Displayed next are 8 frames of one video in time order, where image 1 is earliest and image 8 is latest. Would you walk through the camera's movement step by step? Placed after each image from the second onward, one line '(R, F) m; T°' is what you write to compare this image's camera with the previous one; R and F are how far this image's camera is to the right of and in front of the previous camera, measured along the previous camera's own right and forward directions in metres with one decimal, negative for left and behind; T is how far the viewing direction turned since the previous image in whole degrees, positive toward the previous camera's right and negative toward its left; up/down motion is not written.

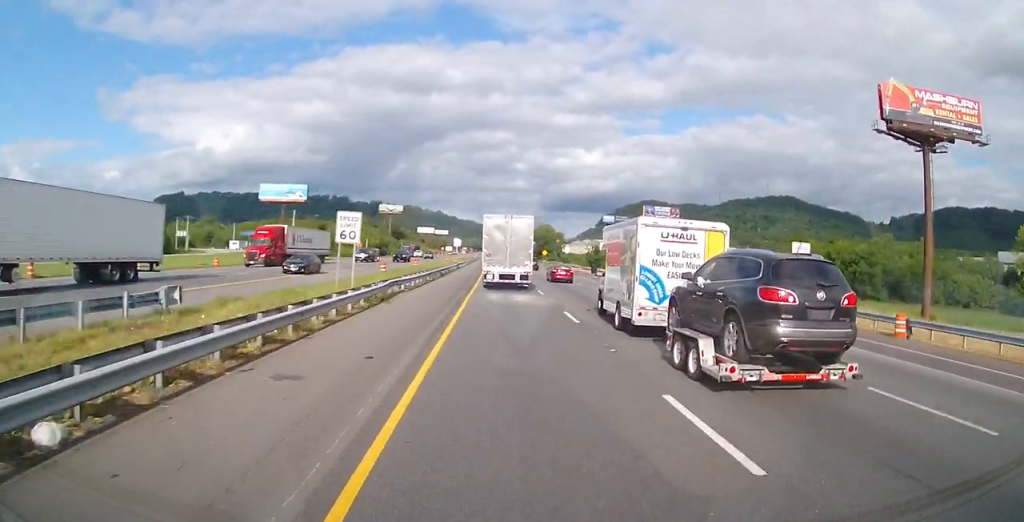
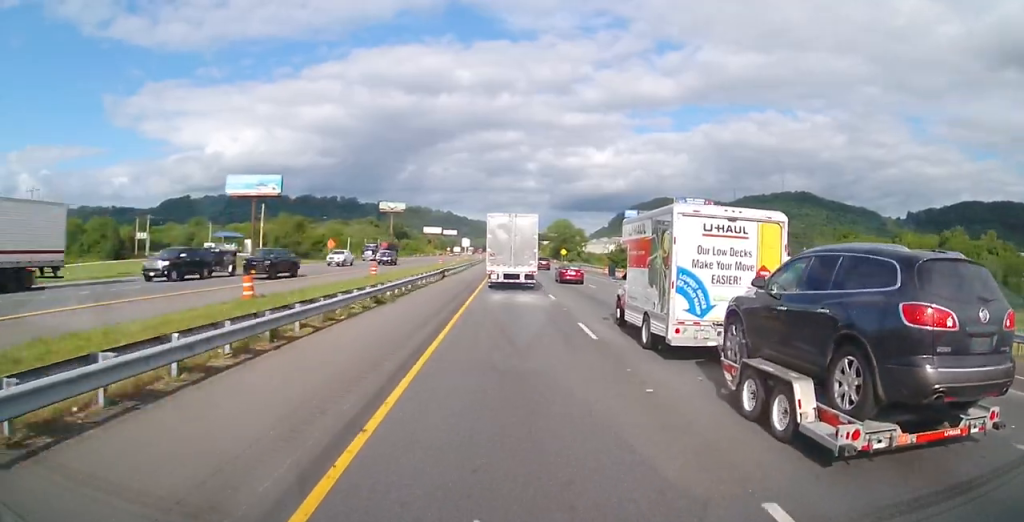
(-0.2, +28.0) m; 0°
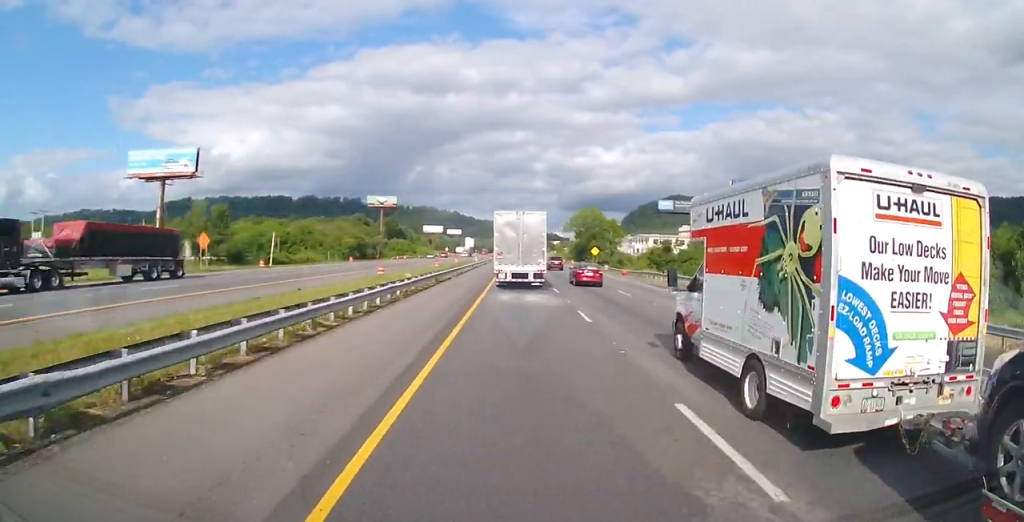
(+0.2, +45.4) m; 0°
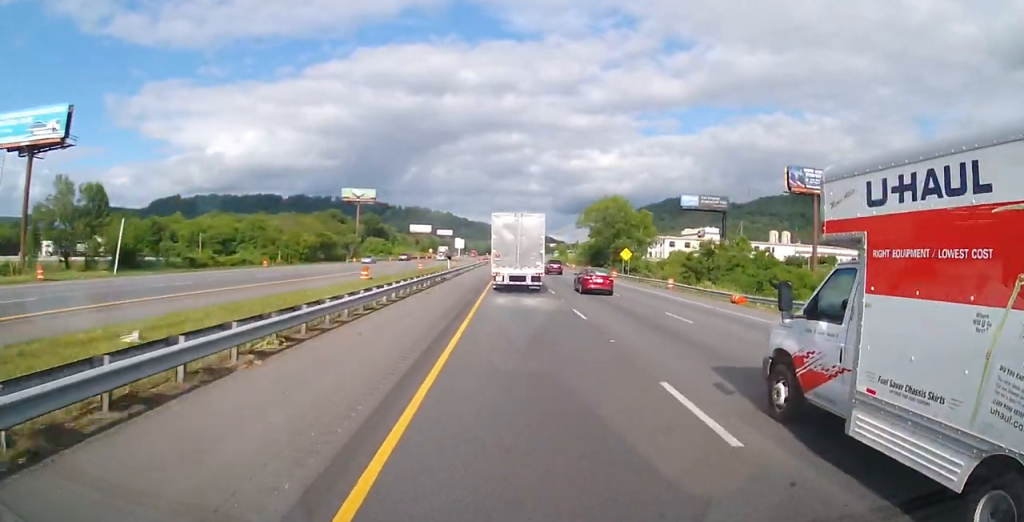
(-0.3, +34.8) m; 0°
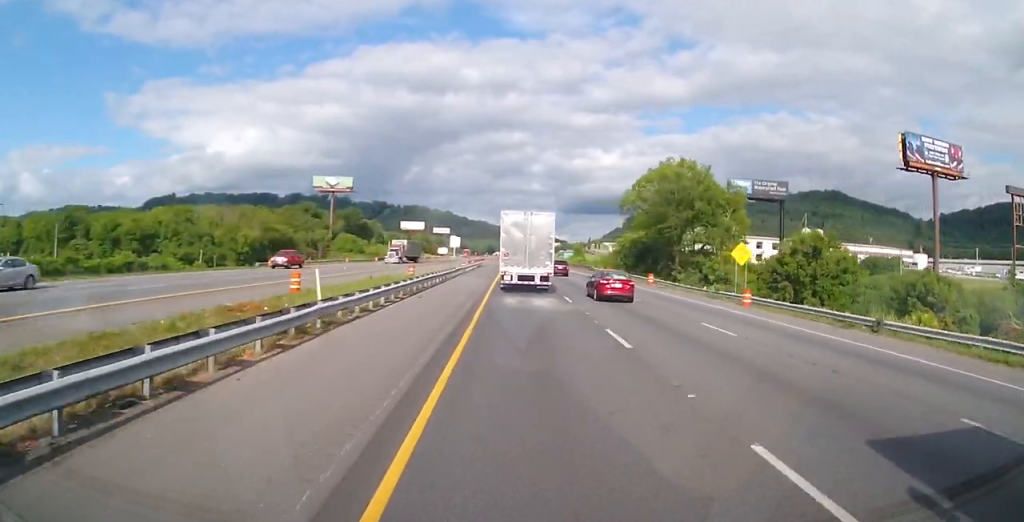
(+0.4, +39.3) m; 0°
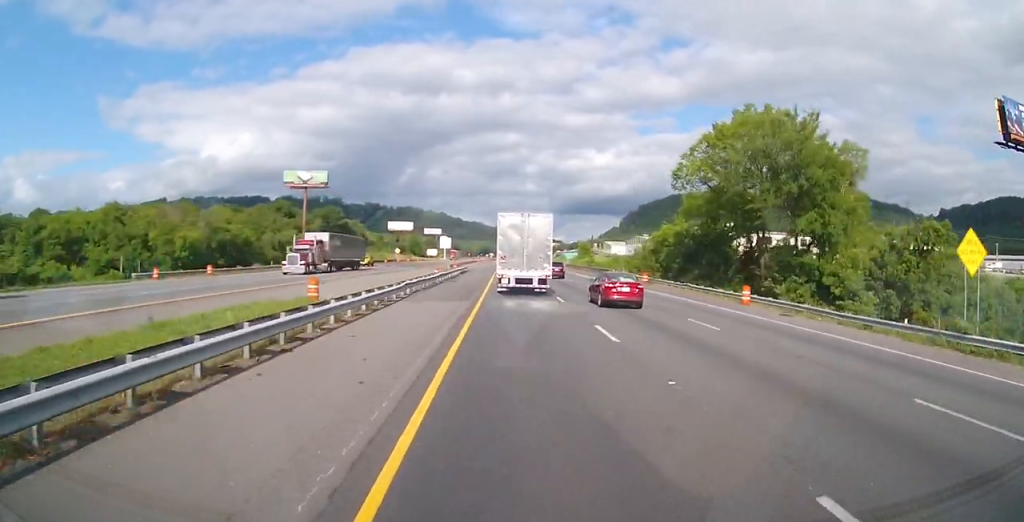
(0.0, +23.0) m; 0°
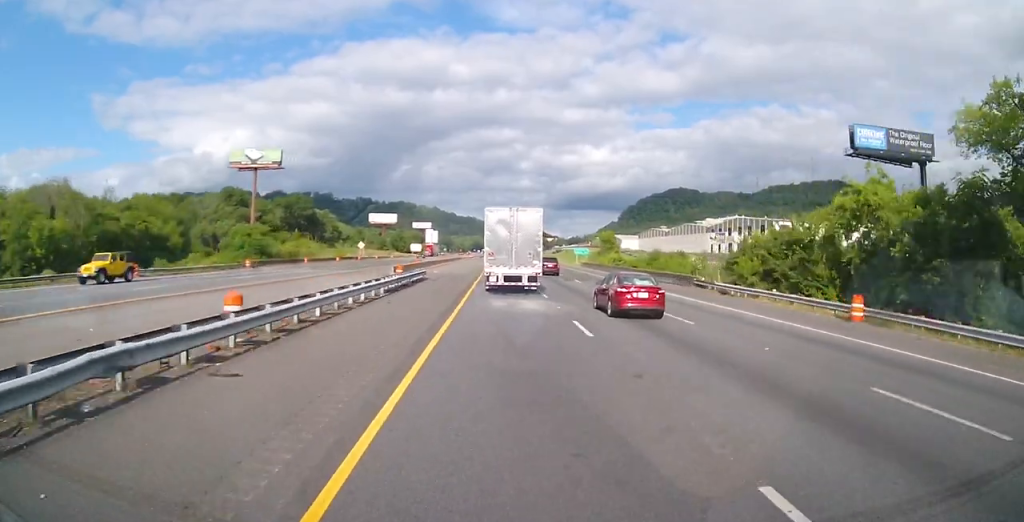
(-0.2, +35.6) m; 0°
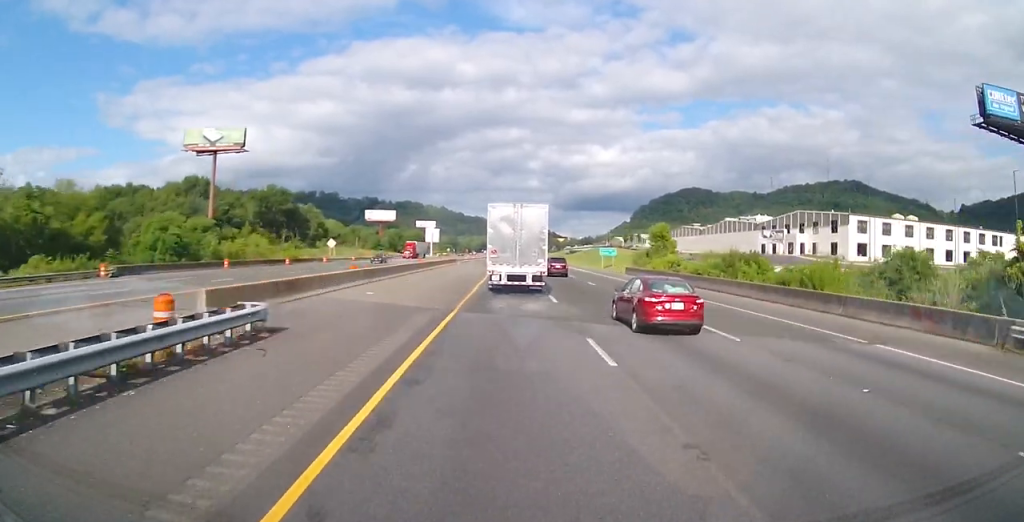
(+0.2, +27.8) m; 0°
